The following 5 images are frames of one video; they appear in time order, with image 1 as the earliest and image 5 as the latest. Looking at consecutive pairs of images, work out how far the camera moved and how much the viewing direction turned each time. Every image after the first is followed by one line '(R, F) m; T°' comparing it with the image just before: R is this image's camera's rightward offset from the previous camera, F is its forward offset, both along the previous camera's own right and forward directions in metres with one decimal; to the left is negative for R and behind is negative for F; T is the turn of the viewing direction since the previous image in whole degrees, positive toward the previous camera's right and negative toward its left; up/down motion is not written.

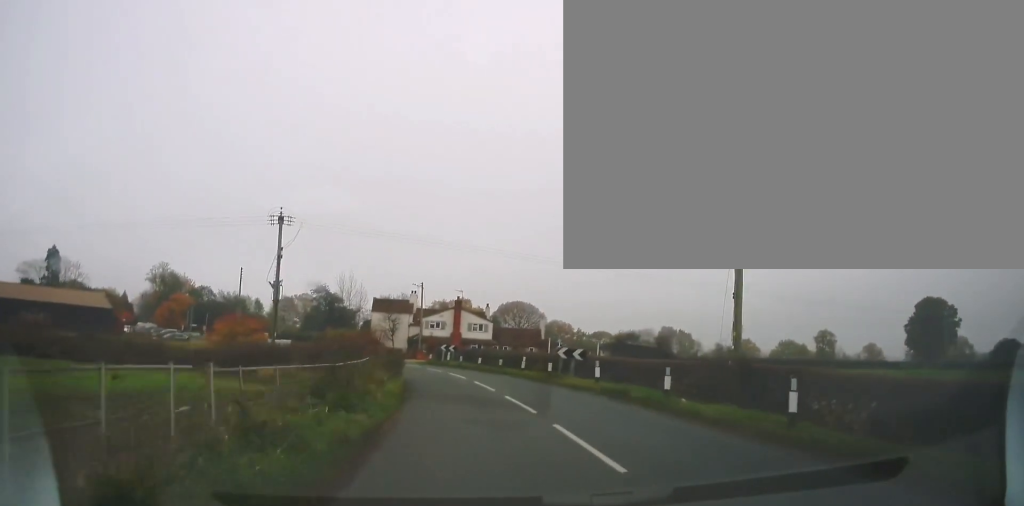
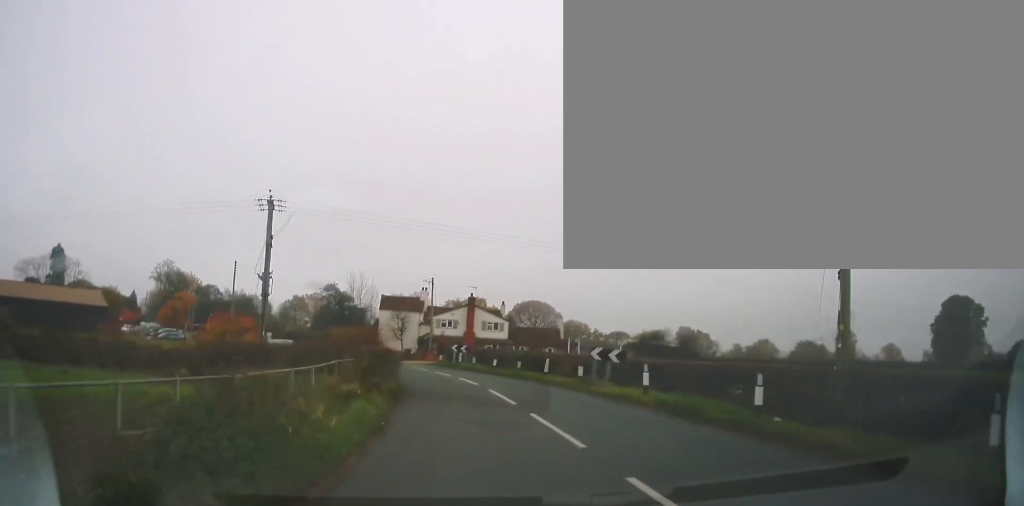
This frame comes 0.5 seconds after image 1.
(0.0, +4.8) m; -2°
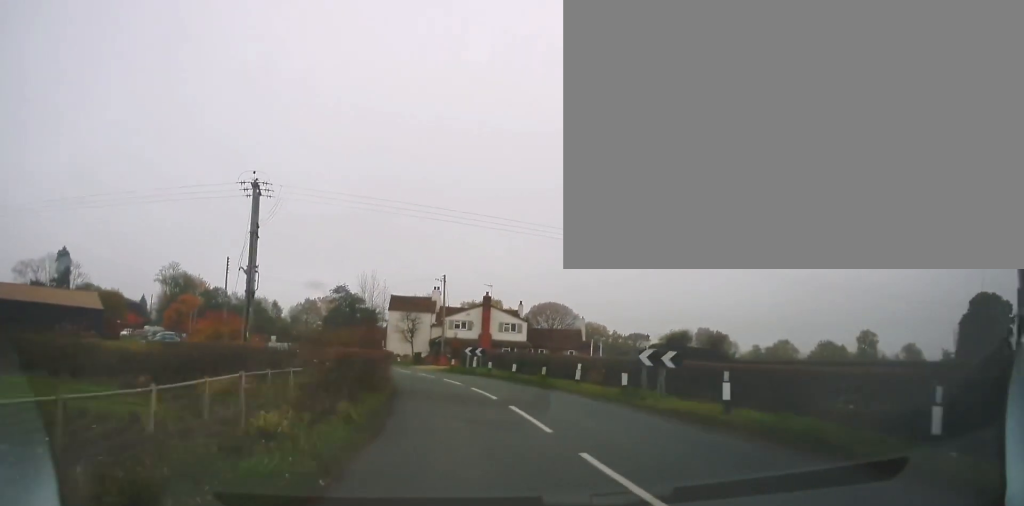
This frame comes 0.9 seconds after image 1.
(-0.1, +4.4) m; -2°
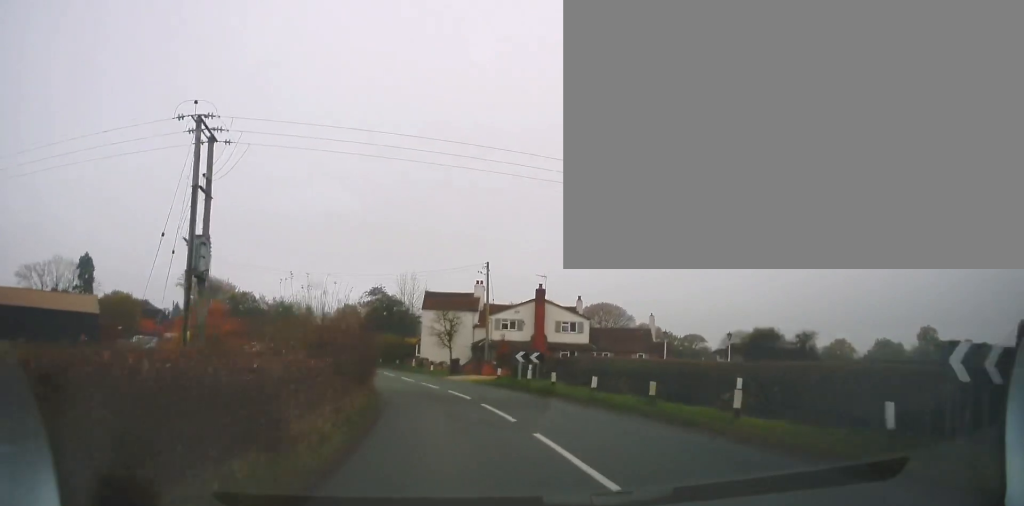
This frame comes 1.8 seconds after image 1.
(-0.3, +9.5) m; -4°
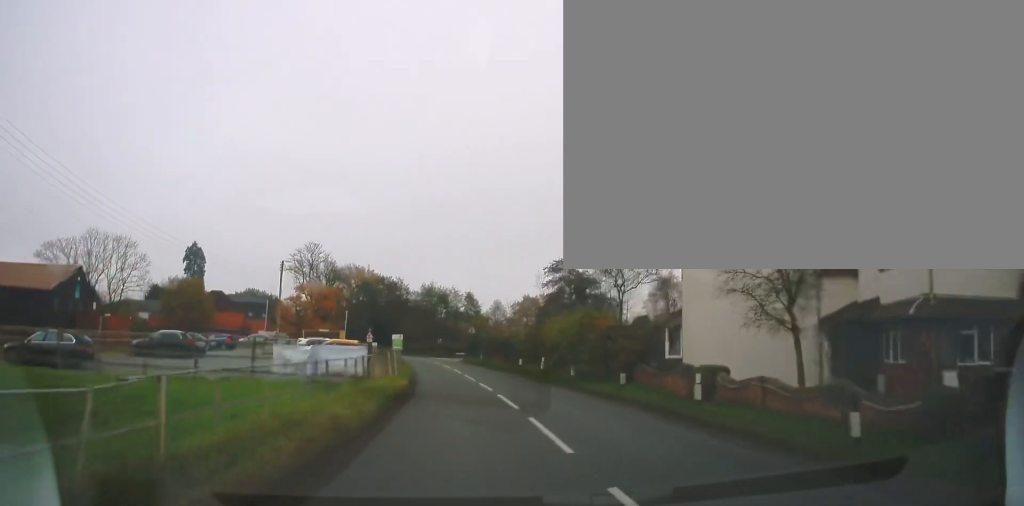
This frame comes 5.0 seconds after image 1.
(-4.7, +33.3) m; -15°
